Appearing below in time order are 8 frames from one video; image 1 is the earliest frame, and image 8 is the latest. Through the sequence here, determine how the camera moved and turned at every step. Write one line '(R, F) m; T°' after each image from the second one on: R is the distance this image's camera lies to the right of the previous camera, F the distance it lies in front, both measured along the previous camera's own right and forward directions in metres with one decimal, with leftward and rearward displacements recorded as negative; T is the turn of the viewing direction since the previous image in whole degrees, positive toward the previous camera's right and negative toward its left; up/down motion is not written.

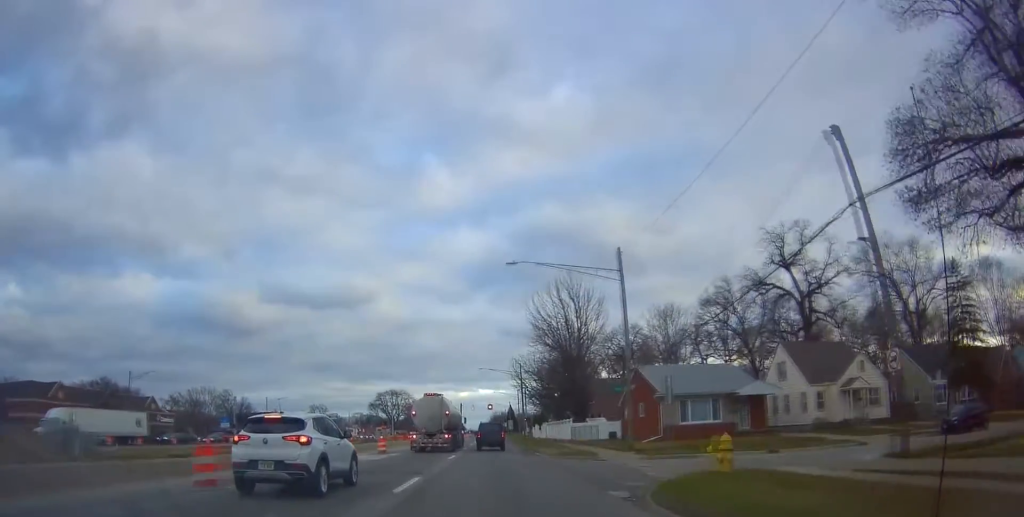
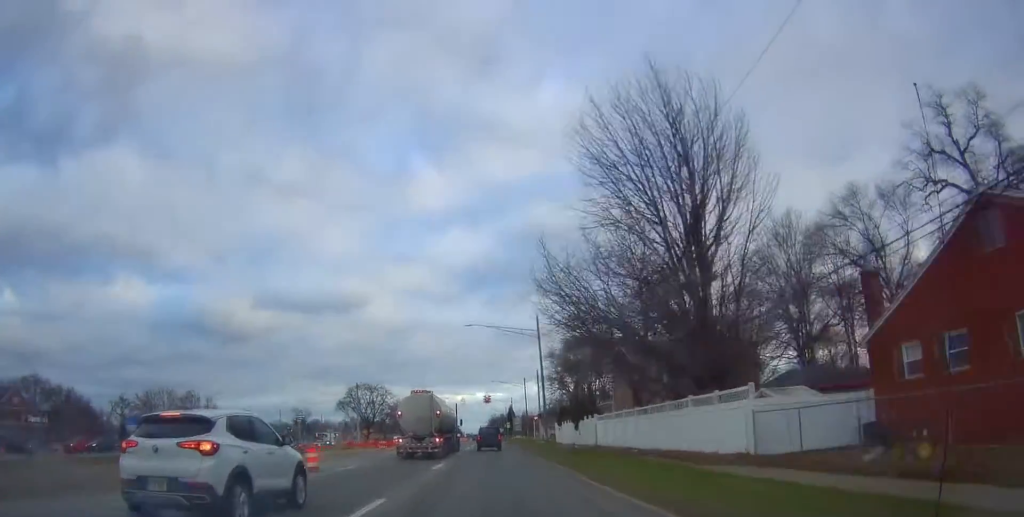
(-0.5, +36.1) m; -1°
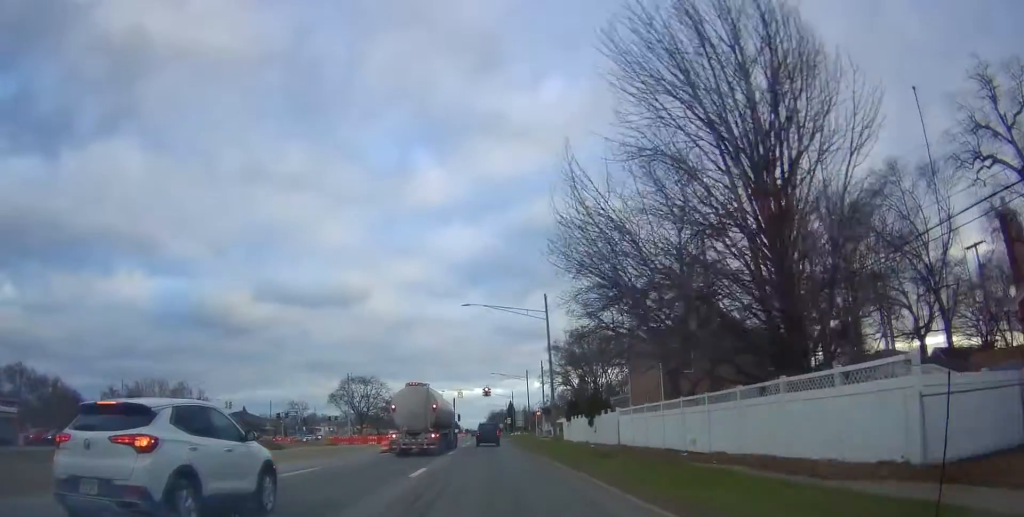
(+0.2, +6.8) m; +1°
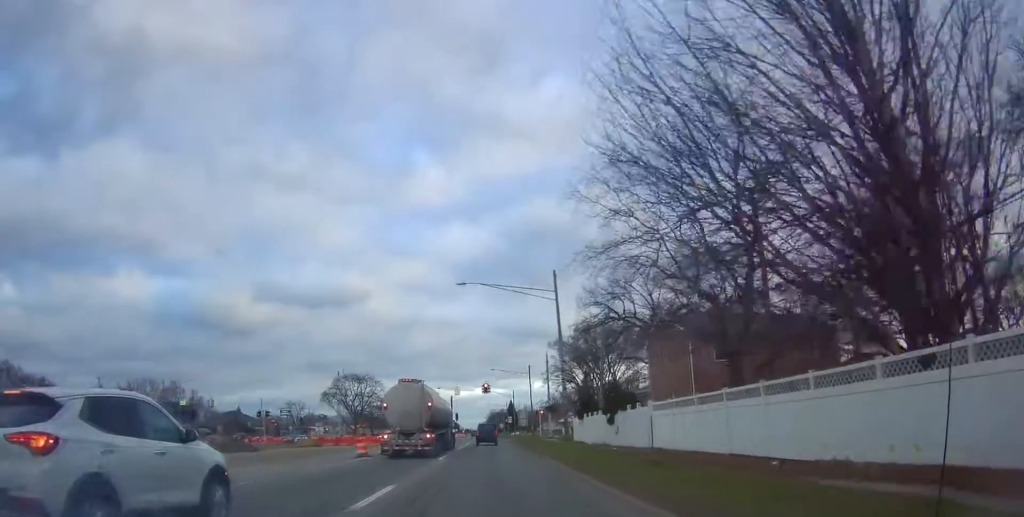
(+0.1, +6.8) m; +1°
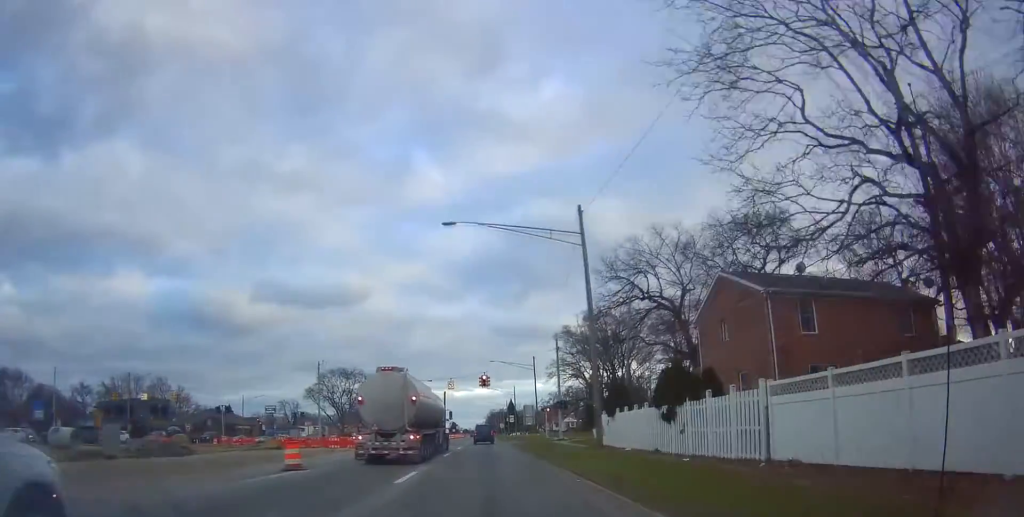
(0.0, +10.9) m; -3°
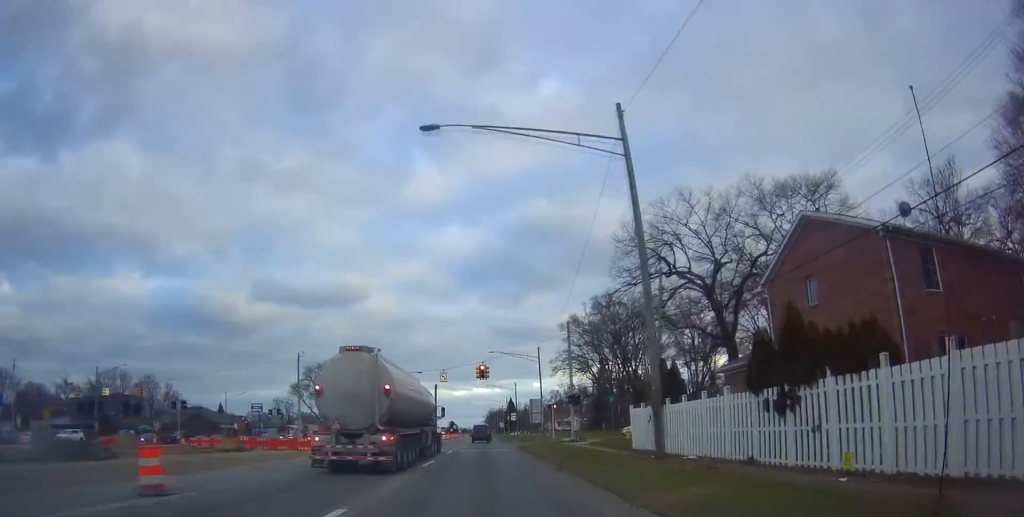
(-0.5, +9.1) m; -1°
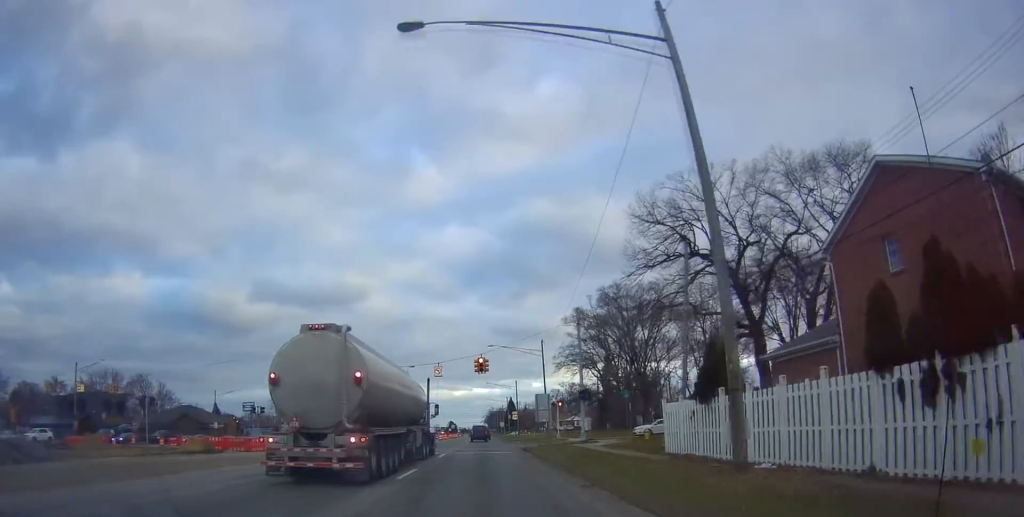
(-0.2, +5.6) m; 0°
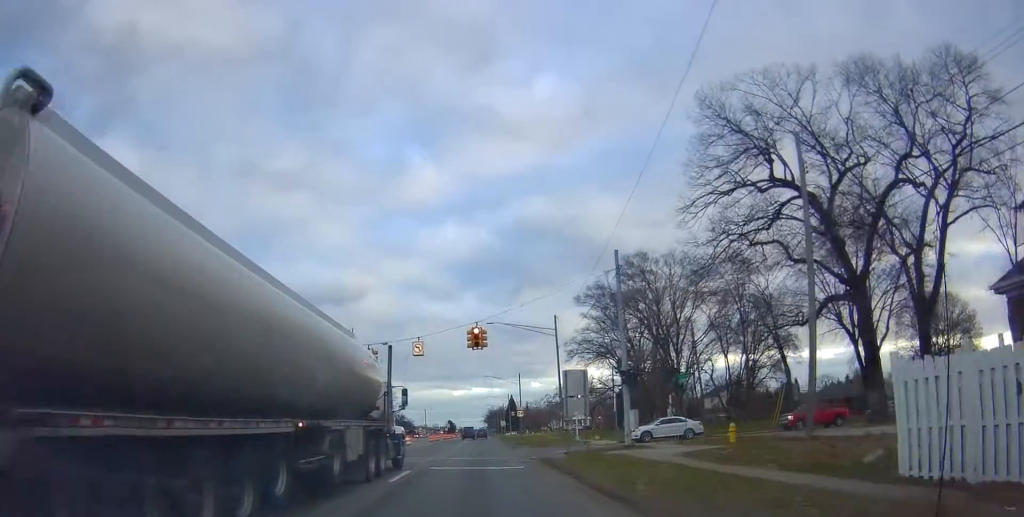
(+1.0, +15.3) m; 0°
